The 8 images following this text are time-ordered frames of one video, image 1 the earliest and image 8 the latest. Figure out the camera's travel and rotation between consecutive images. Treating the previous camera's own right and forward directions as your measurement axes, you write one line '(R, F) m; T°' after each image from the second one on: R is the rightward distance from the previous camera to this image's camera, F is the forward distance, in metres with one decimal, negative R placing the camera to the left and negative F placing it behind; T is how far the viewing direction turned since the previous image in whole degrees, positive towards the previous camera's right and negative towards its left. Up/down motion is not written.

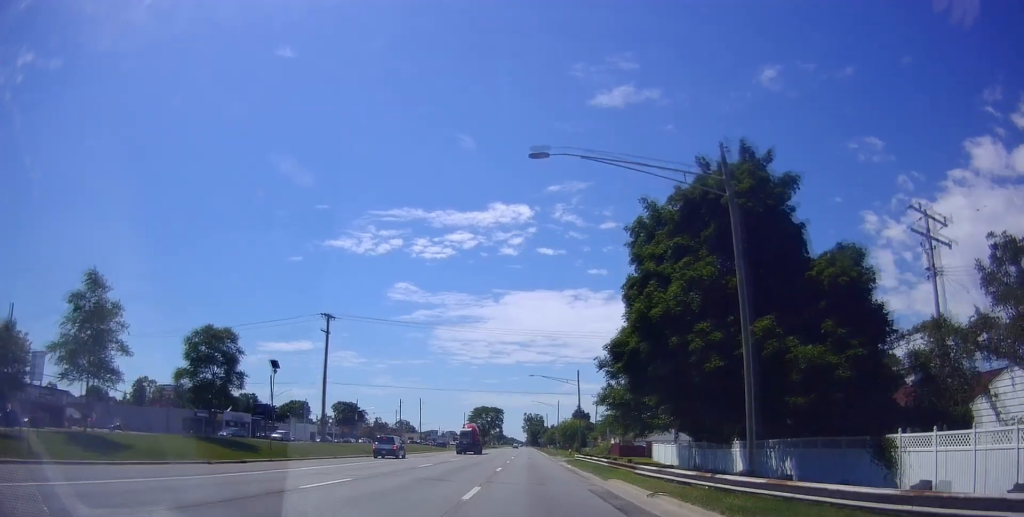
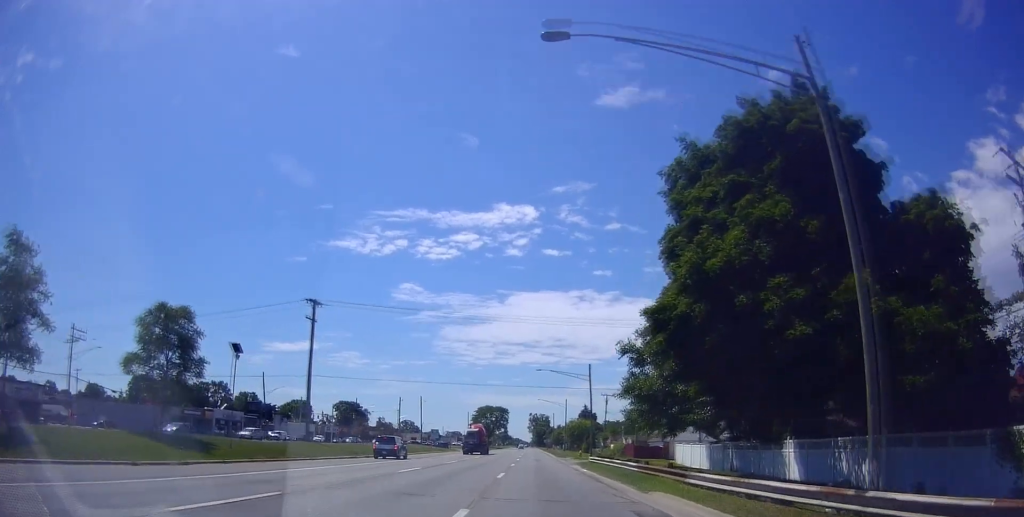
(+0.5, +5.8) m; 0°
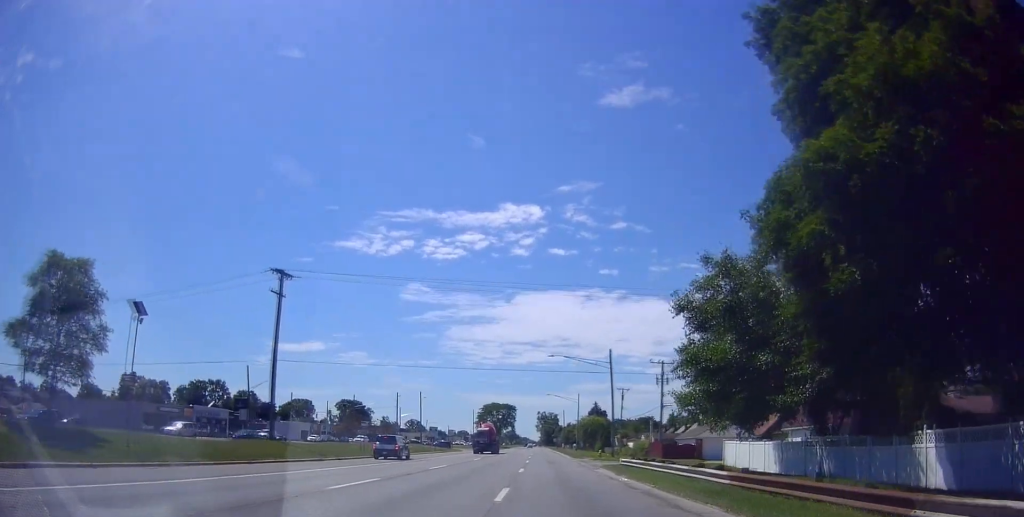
(0.0, +9.3) m; -3°
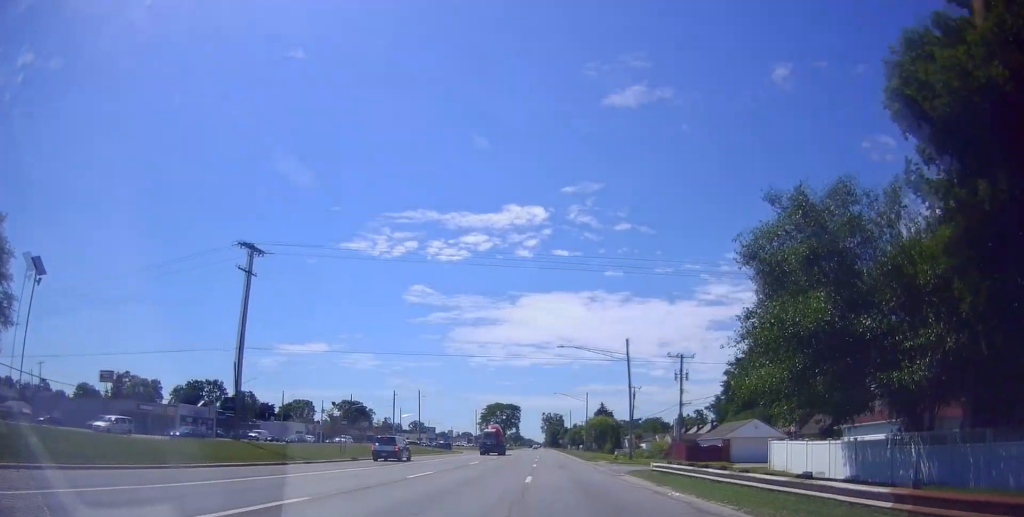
(-0.3, +6.3) m; -3°
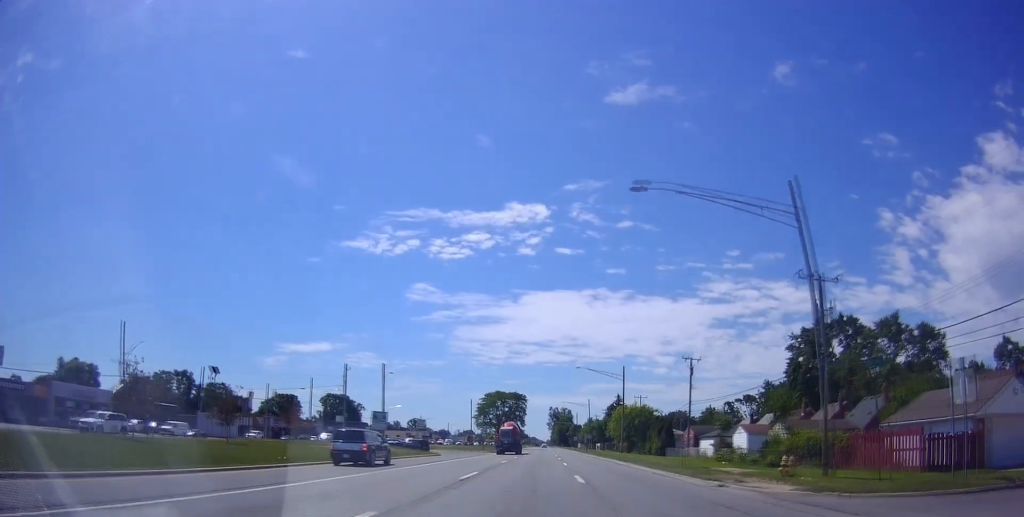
(-0.1, +30.7) m; +4°
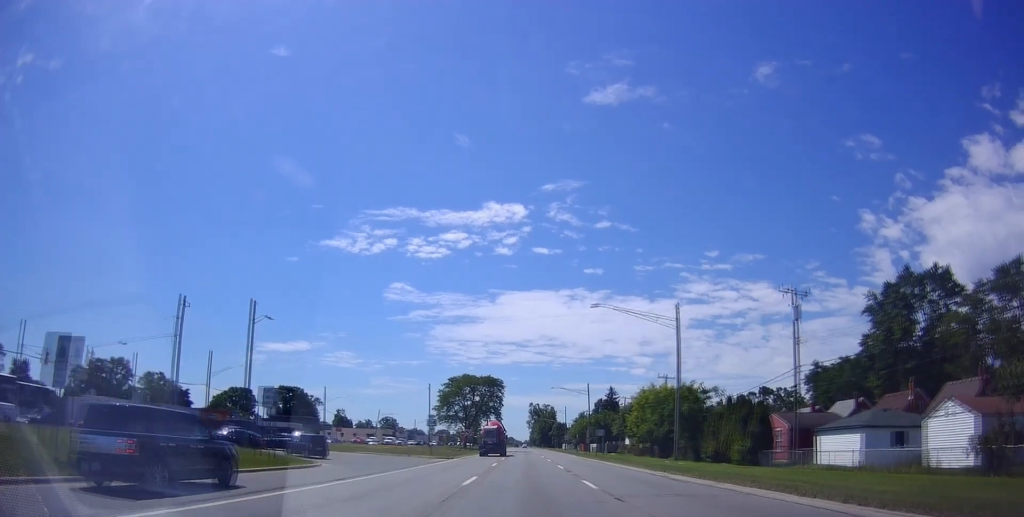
(+1.0, +33.8) m; 0°
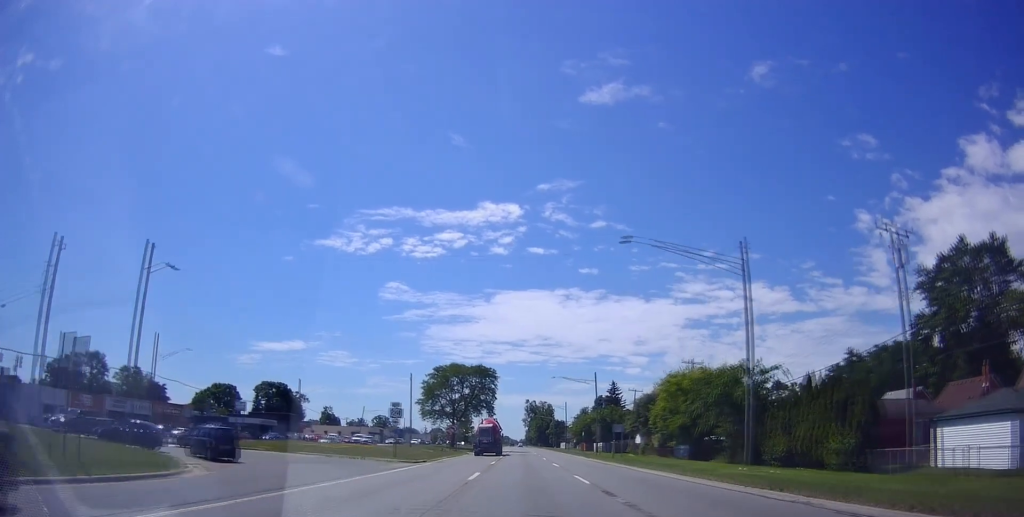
(-0.1, +13.7) m; -2°
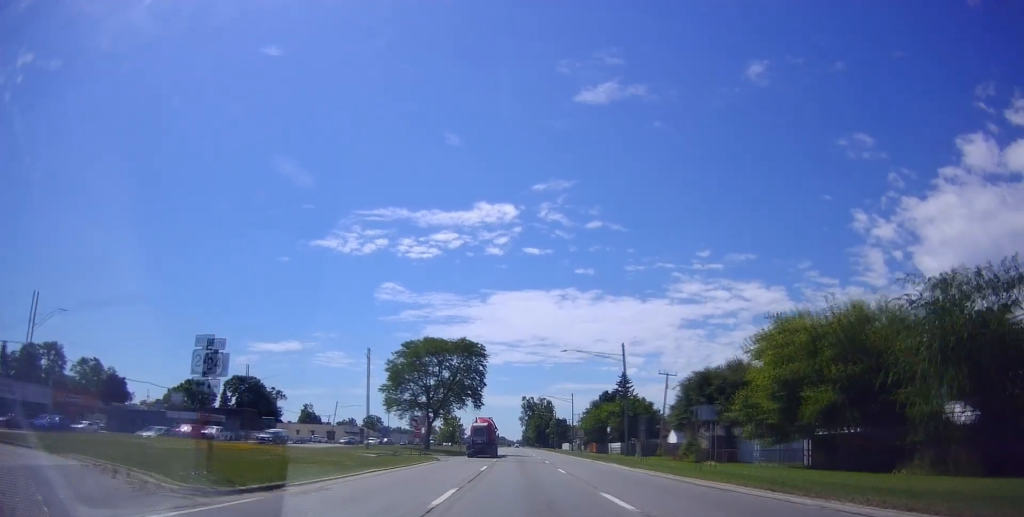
(-0.4, +23.3) m; +2°
